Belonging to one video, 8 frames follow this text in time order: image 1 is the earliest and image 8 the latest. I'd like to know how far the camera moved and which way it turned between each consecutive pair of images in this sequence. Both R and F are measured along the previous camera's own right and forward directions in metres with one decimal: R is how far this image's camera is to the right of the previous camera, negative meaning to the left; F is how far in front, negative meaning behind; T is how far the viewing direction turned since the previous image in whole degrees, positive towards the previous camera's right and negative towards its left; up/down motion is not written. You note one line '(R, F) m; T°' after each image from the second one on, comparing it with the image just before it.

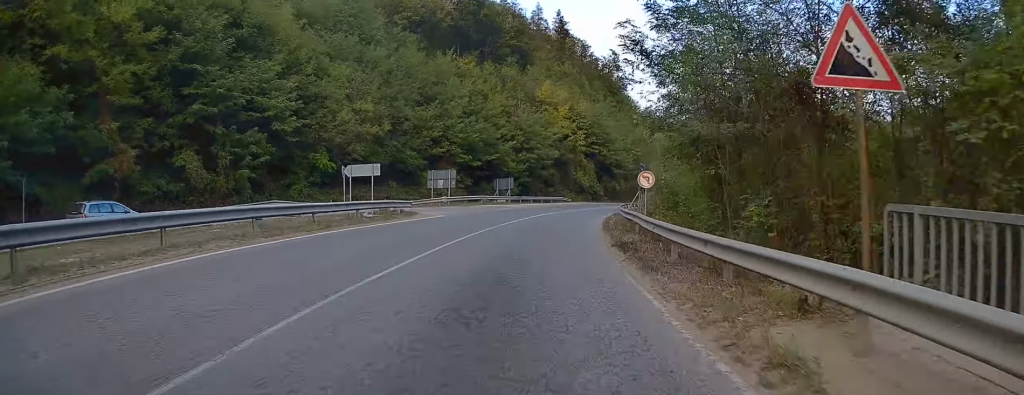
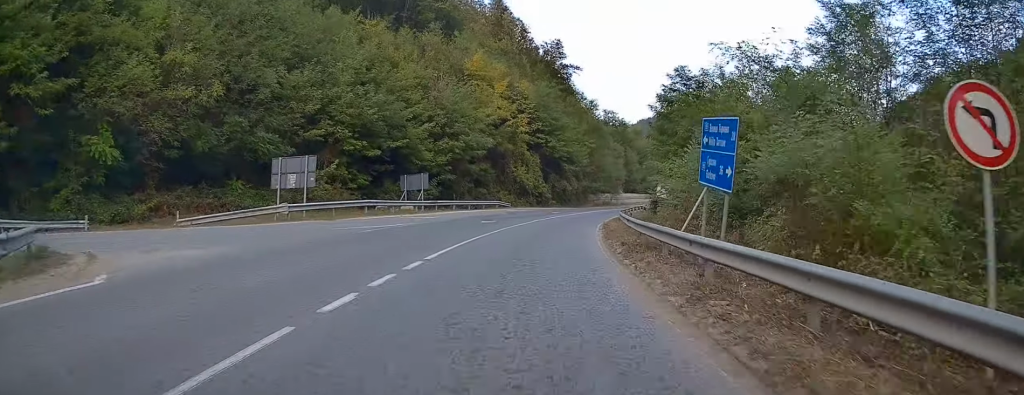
(+1.1, +23.2) m; +6°
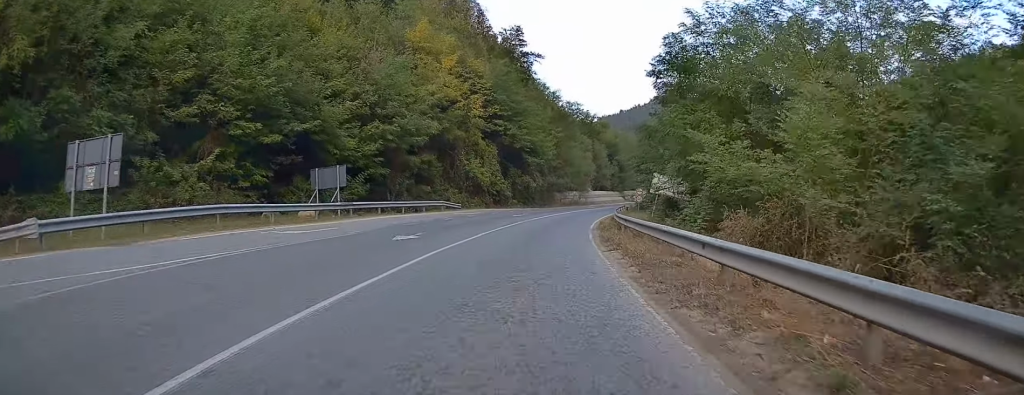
(+0.4, +13.4) m; +3°
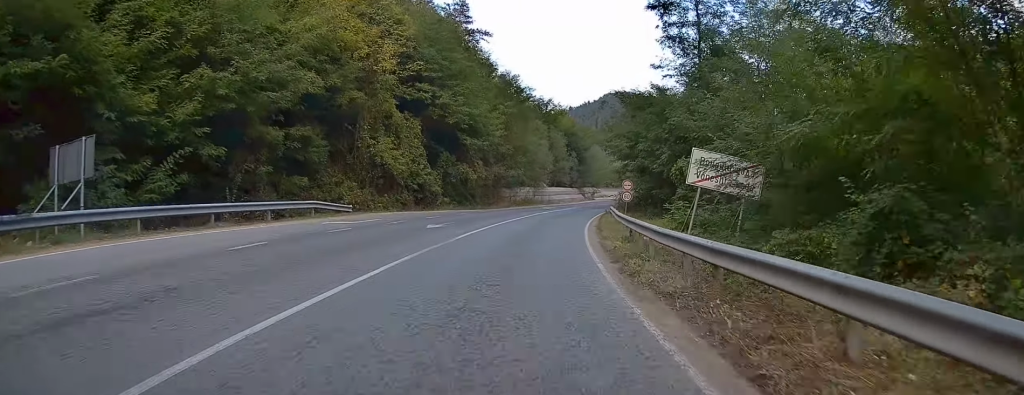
(+0.7, +19.9) m; +4°
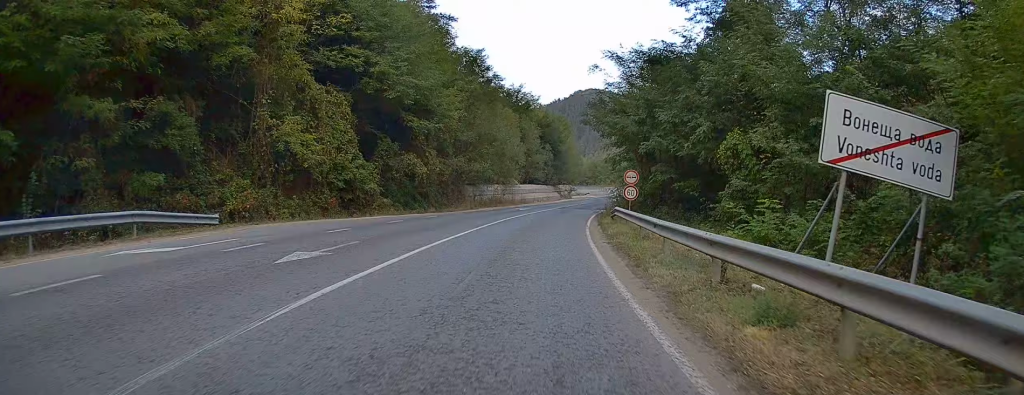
(+0.2, +12.1) m; +2°
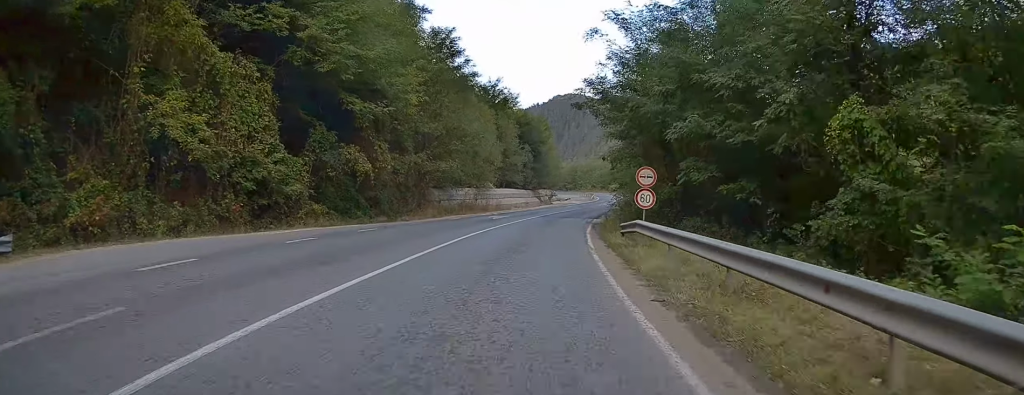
(+0.2, +9.1) m; +2°
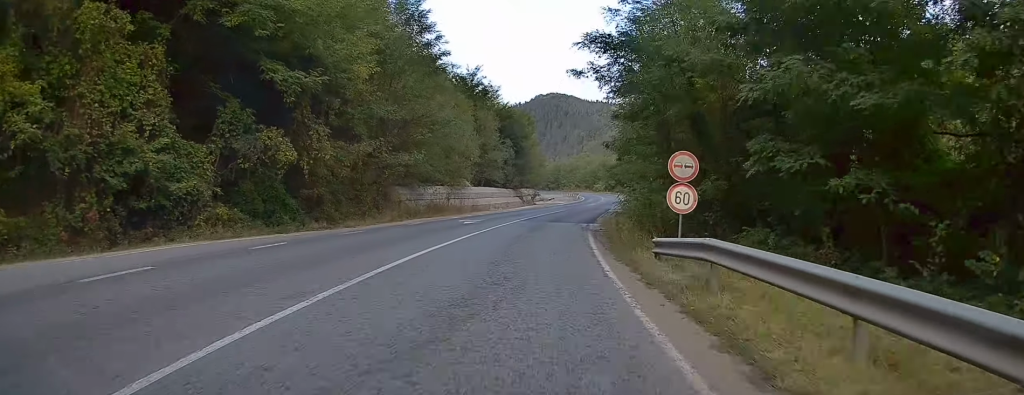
(0.0, +7.8) m; +2°
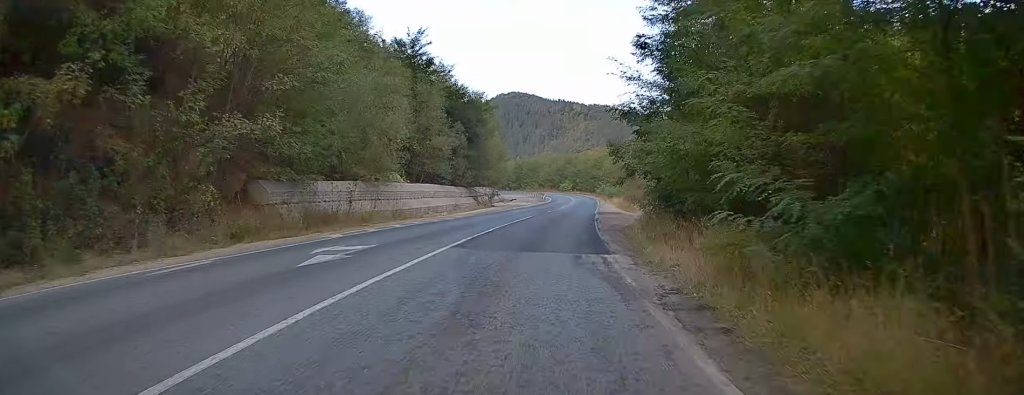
(+0.4, +18.1) m; +5°
